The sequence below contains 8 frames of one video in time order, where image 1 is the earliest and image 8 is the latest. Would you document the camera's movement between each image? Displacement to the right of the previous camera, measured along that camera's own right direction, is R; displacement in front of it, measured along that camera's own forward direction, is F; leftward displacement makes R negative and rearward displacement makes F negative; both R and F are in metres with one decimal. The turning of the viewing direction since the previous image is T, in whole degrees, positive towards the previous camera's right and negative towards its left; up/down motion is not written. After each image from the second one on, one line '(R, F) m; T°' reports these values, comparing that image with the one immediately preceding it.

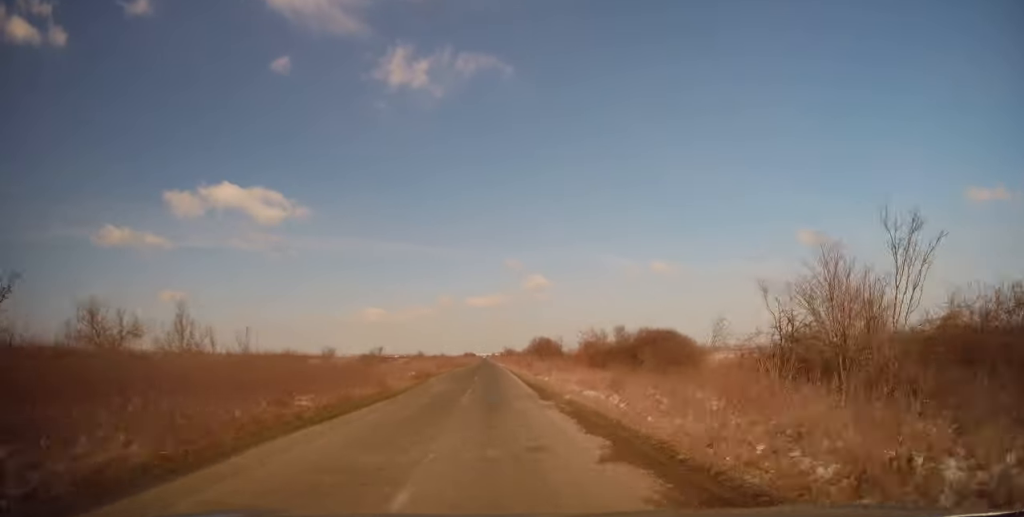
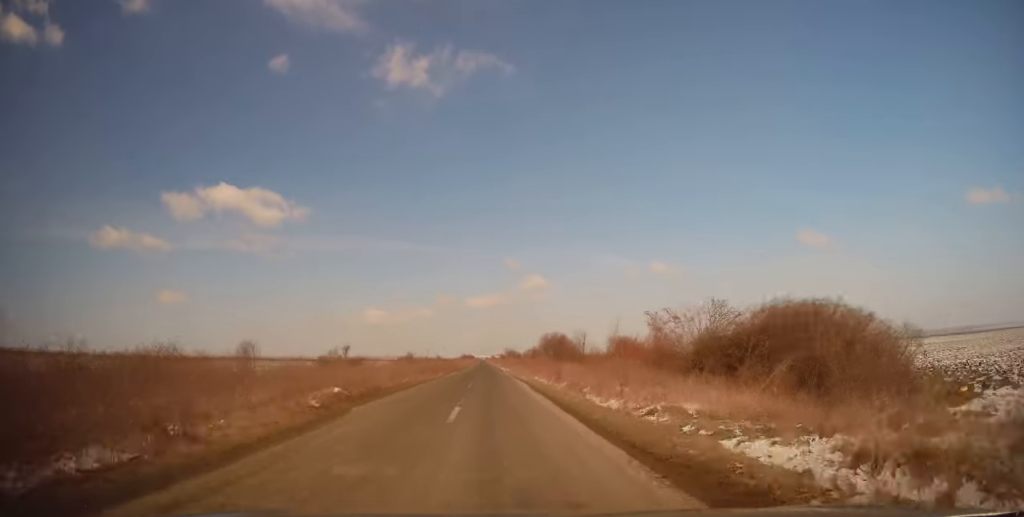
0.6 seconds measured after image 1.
(0.0, +16.2) m; 0°
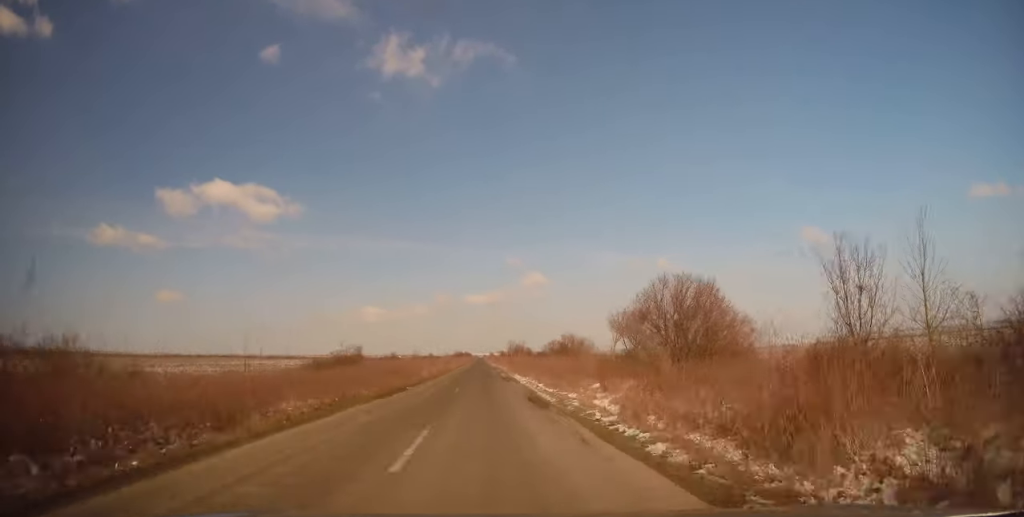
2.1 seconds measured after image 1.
(-0.2, +41.9) m; 0°
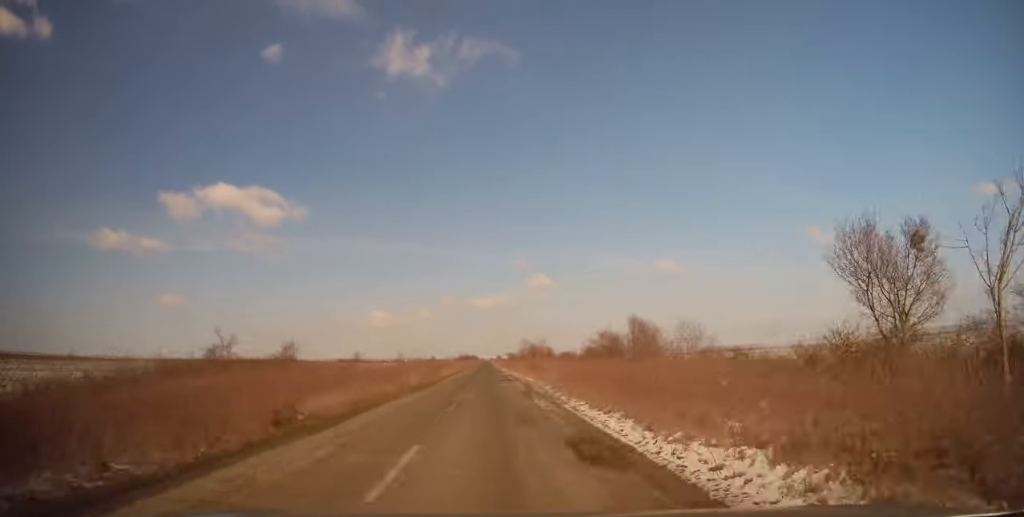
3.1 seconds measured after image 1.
(-0.3, +25.8) m; -1°
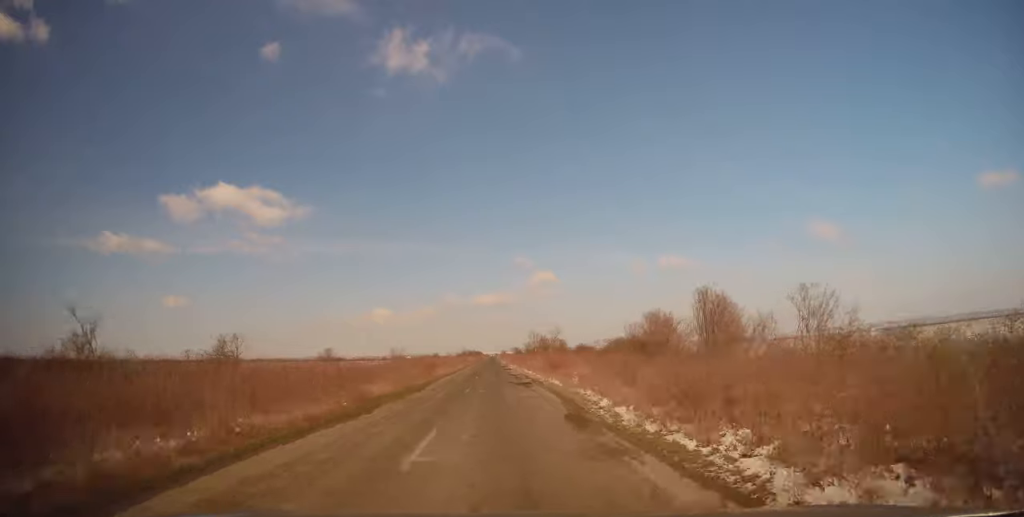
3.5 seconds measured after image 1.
(0.0, +11.1) m; 0°
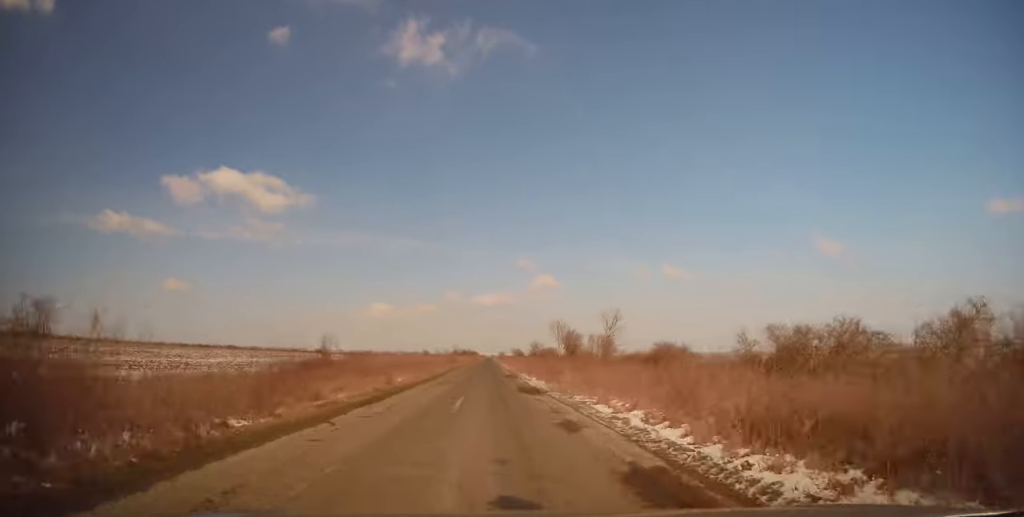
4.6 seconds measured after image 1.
(+0.1, +30.7) m; 0°
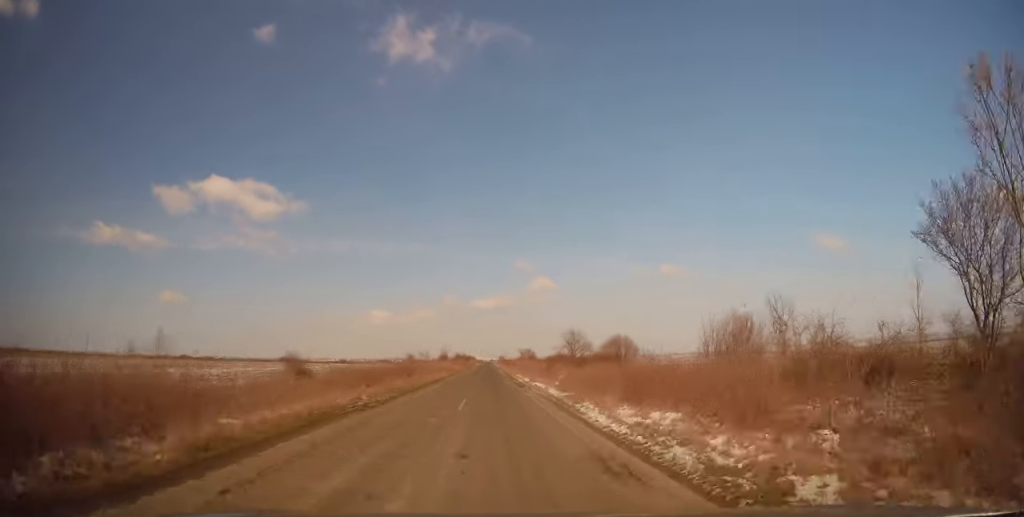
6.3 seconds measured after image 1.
(-0.2, +48.9) m; +1°
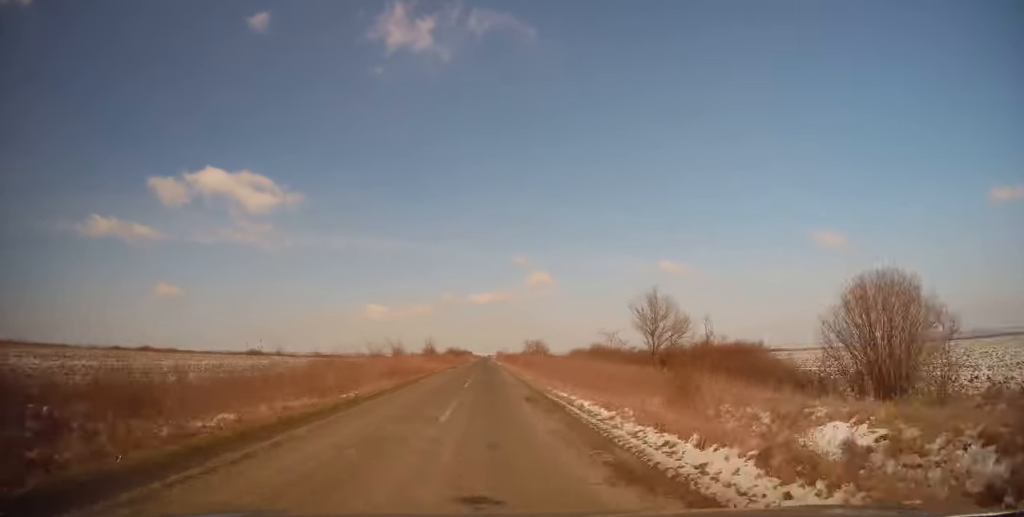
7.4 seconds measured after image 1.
(+0.3, +30.3) m; 0°
